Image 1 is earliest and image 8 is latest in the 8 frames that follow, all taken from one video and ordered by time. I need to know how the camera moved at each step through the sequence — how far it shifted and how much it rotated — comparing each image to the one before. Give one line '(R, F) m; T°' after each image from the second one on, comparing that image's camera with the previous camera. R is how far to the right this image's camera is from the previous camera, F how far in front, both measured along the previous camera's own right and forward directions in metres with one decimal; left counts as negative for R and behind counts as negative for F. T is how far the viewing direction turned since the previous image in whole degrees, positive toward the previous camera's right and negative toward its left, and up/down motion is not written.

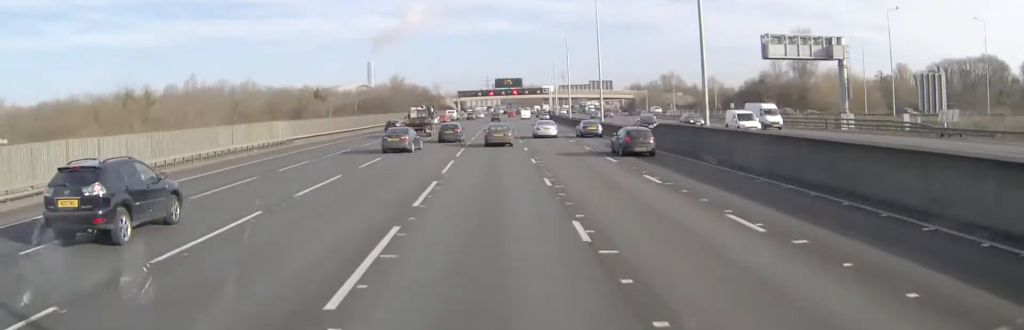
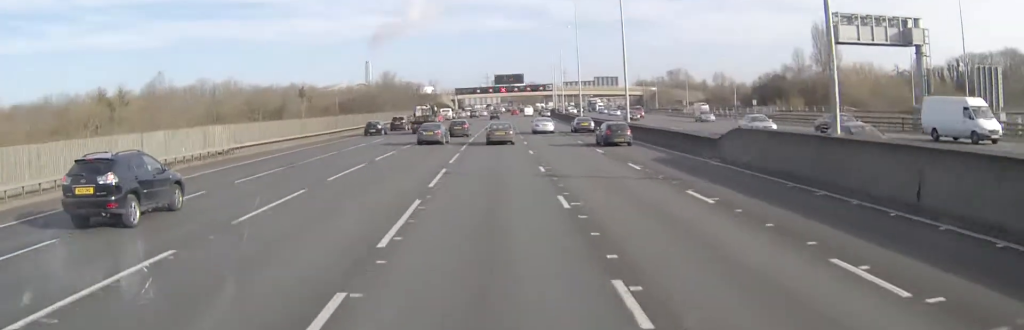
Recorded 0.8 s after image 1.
(+0.1, +14.2) m; 0°
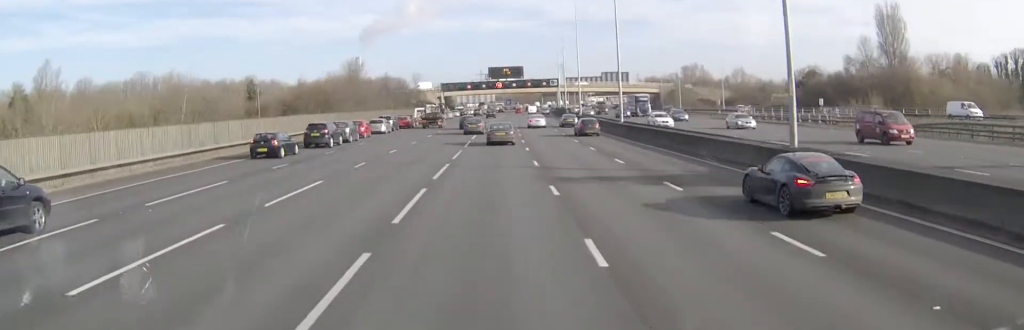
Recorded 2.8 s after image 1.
(0.0, +33.5) m; 0°
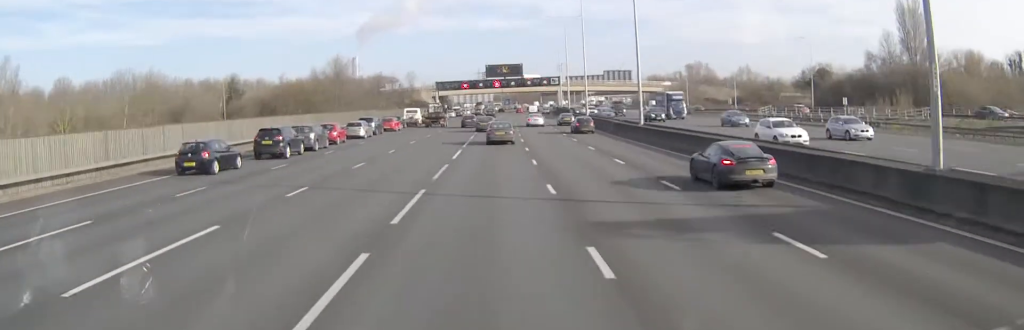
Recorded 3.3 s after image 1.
(0.0, +9.2) m; 0°
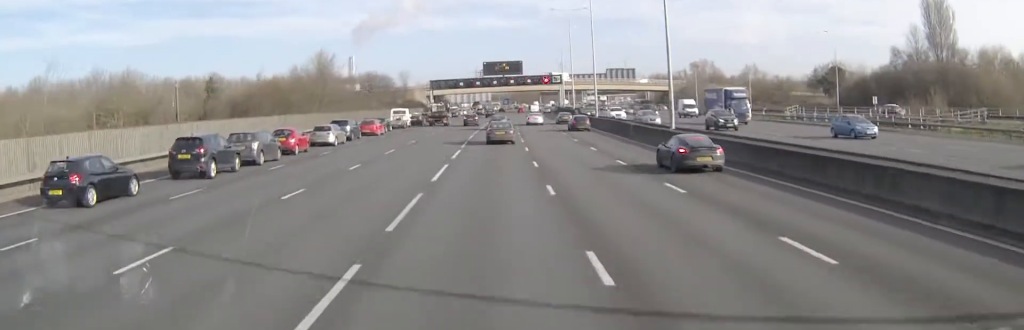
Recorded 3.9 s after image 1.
(0.0, +9.8) m; 0°
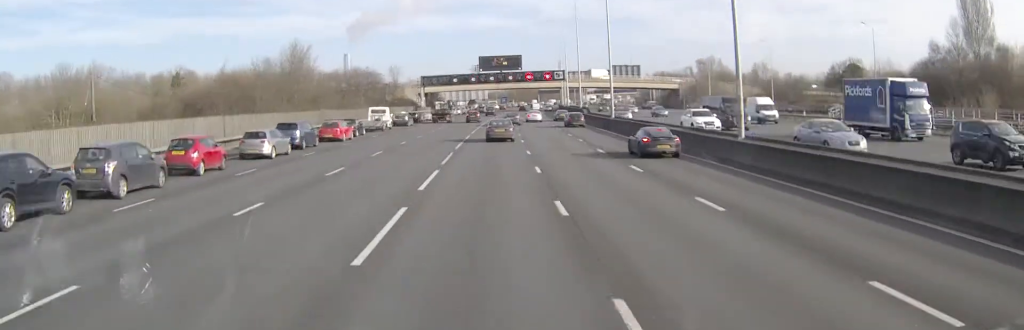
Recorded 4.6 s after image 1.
(+0.1, +12.7) m; 0°
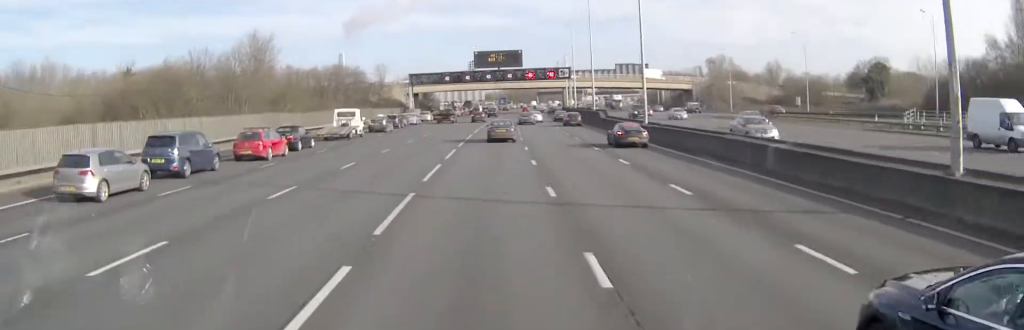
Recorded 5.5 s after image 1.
(0.0, +15.6) m; 0°
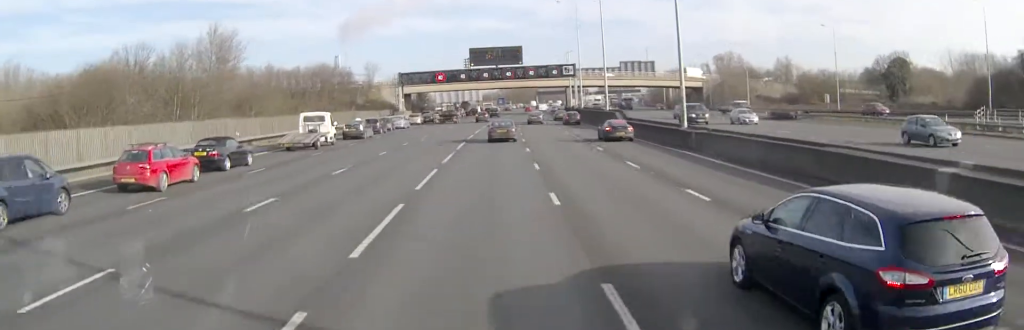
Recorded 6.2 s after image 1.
(-0.1, +10.9) m; 0°
